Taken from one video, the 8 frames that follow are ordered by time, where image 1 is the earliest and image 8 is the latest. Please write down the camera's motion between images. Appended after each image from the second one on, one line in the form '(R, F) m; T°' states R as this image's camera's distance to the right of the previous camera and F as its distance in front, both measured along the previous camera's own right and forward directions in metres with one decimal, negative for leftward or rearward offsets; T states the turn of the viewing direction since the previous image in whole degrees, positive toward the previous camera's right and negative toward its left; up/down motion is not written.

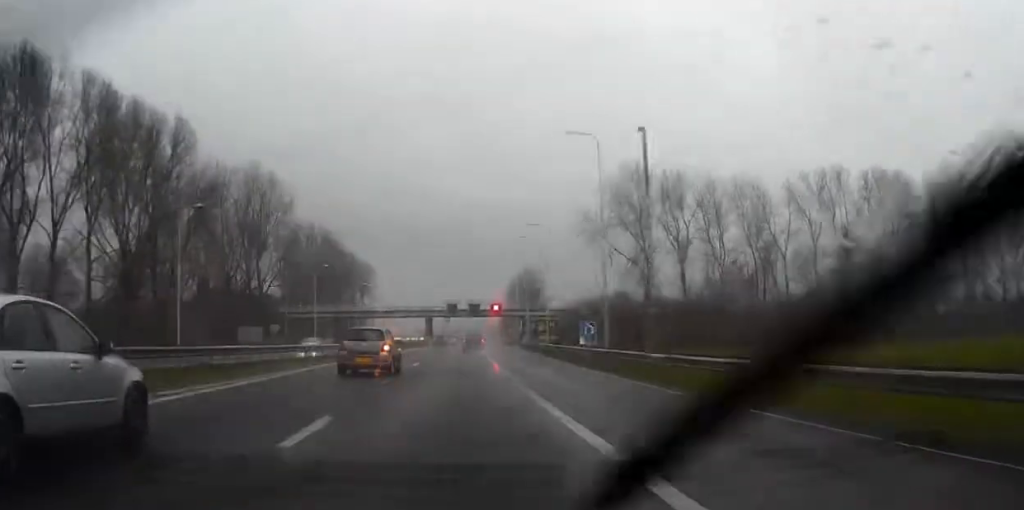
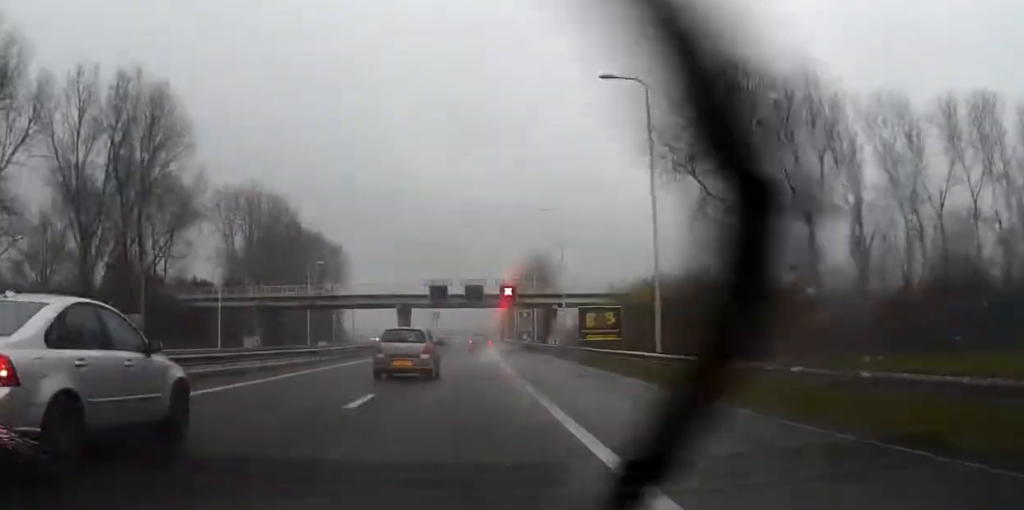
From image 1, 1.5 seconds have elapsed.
(0.0, +43.4) m; +1°
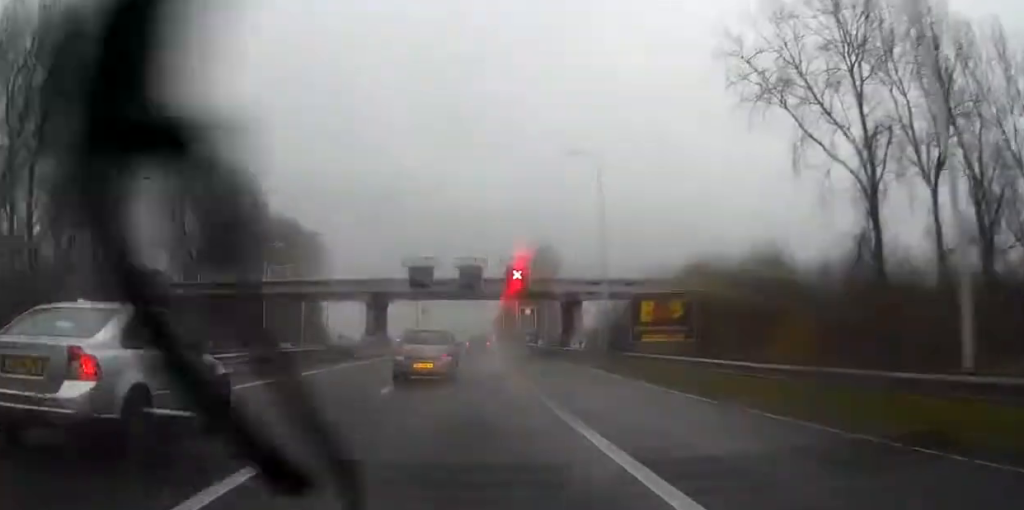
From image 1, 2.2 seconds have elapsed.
(+0.1, +20.7) m; 0°
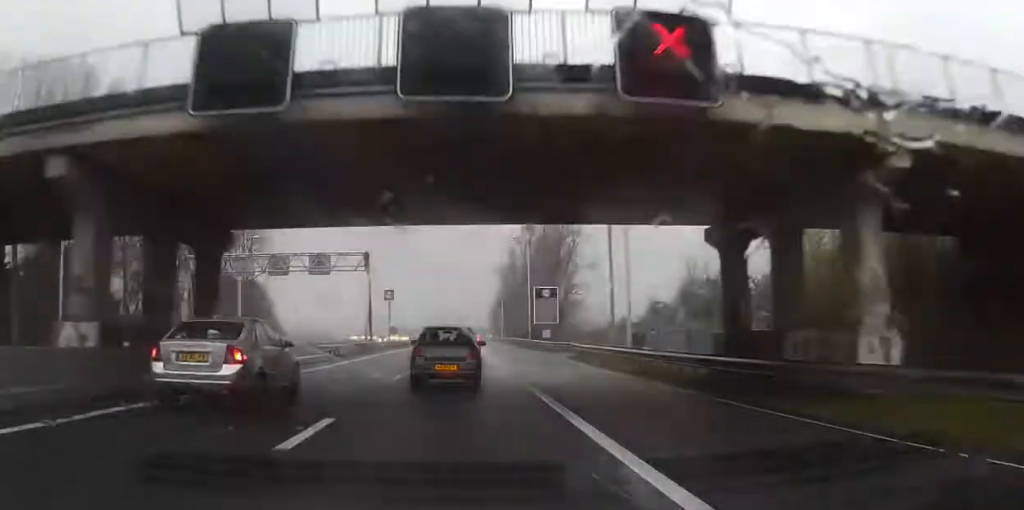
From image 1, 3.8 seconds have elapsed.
(+0.4, +43.5) m; +1°
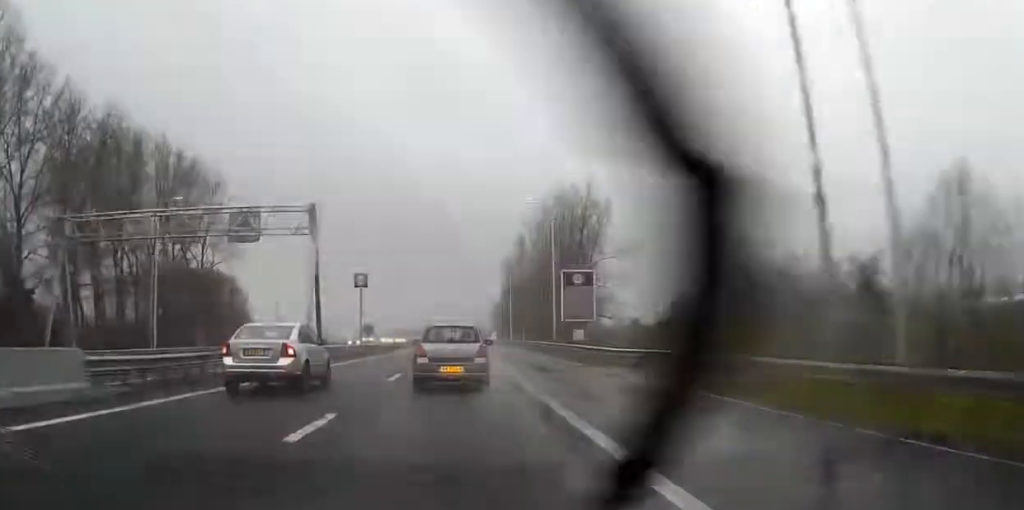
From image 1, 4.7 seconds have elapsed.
(+0.2, +23.5) m; 0°
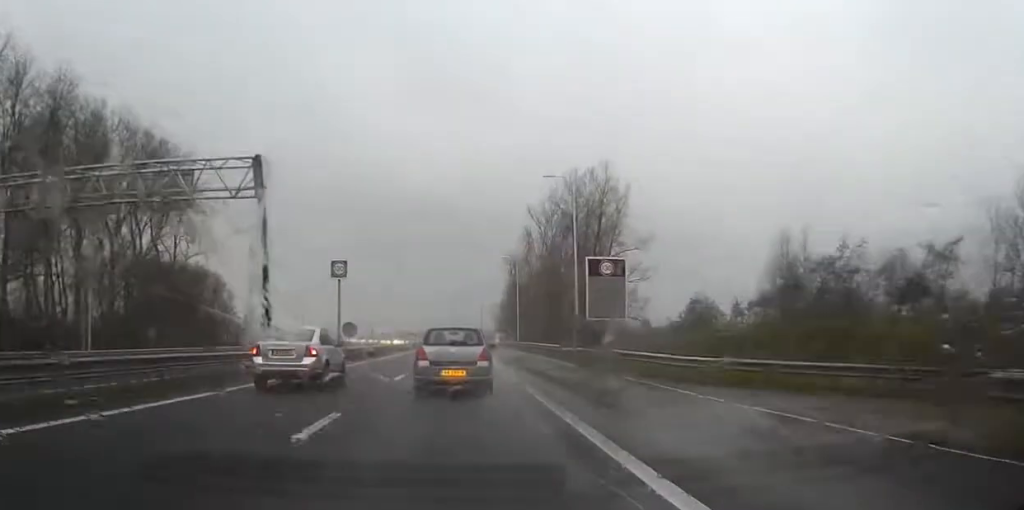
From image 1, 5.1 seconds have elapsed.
(-0.1, +11.6) m; 0°
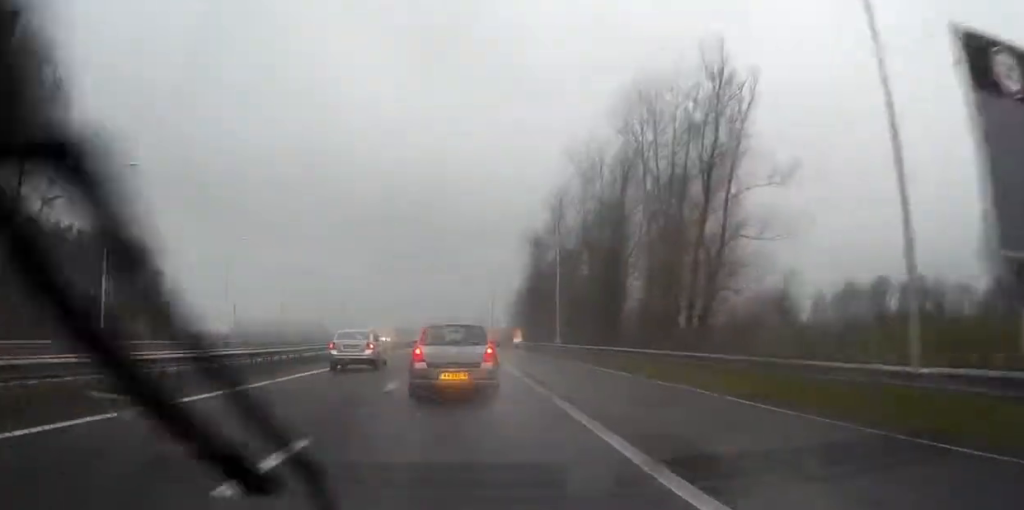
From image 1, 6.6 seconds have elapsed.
(-0.4, +39.7) m; -1°
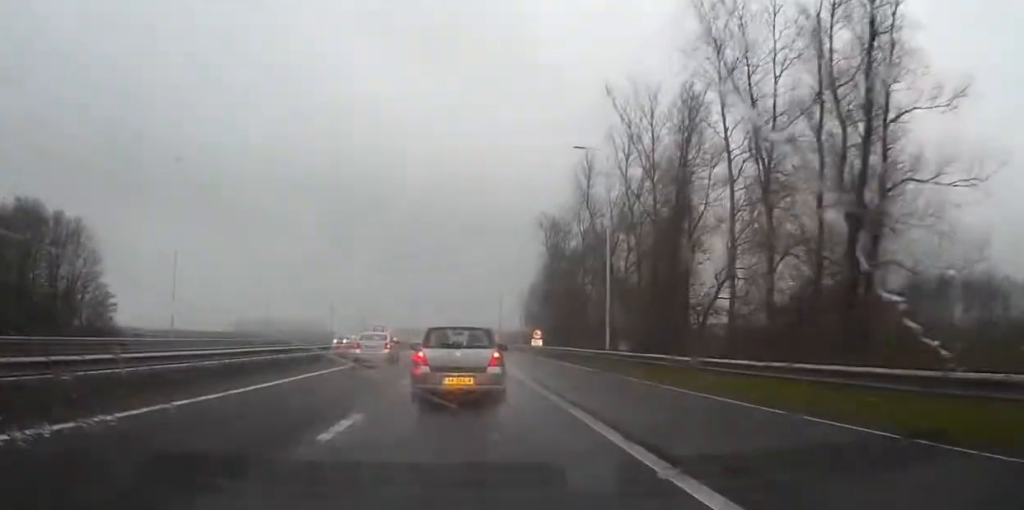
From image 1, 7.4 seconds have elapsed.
(-0.1, +20.9) m; 0°
